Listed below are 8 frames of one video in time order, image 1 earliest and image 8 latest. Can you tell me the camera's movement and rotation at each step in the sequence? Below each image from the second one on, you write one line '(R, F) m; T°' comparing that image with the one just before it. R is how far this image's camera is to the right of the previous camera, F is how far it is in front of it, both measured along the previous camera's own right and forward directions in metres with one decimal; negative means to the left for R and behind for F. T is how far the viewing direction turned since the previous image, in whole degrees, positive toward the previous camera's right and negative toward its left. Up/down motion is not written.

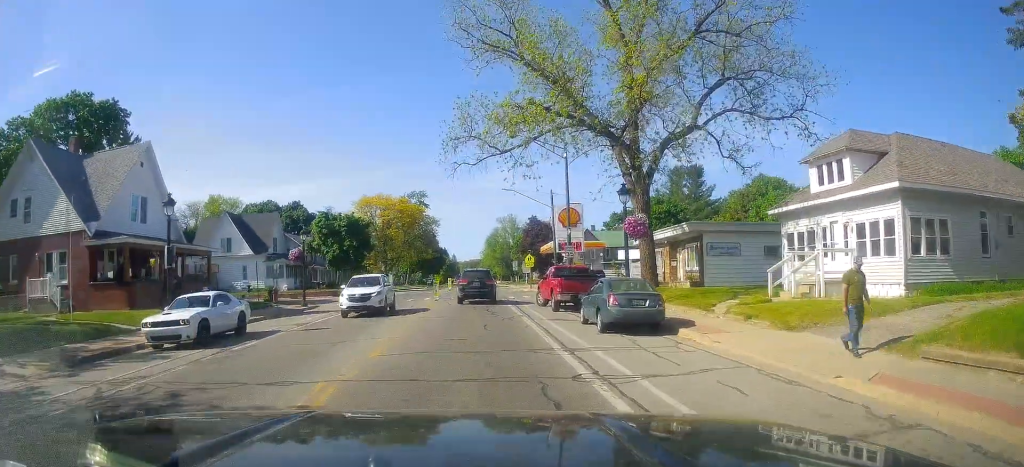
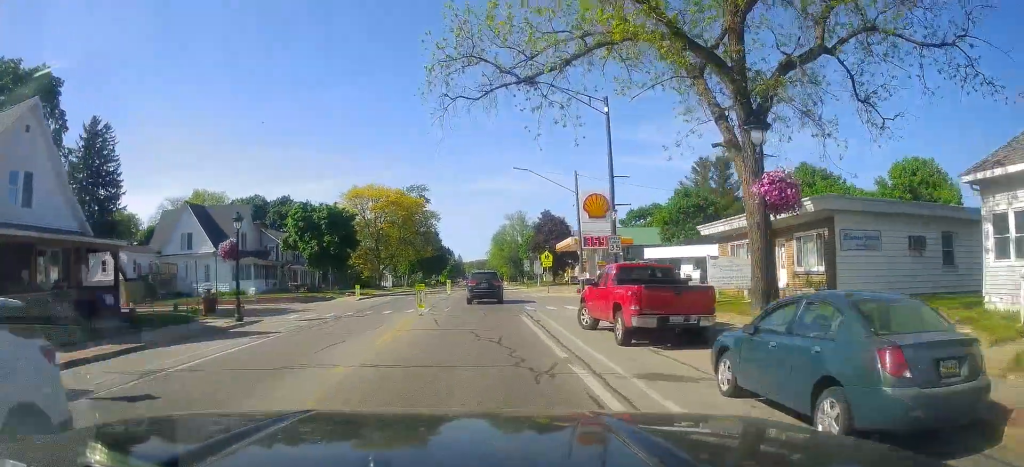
(0.0, +10.9) m; 0°
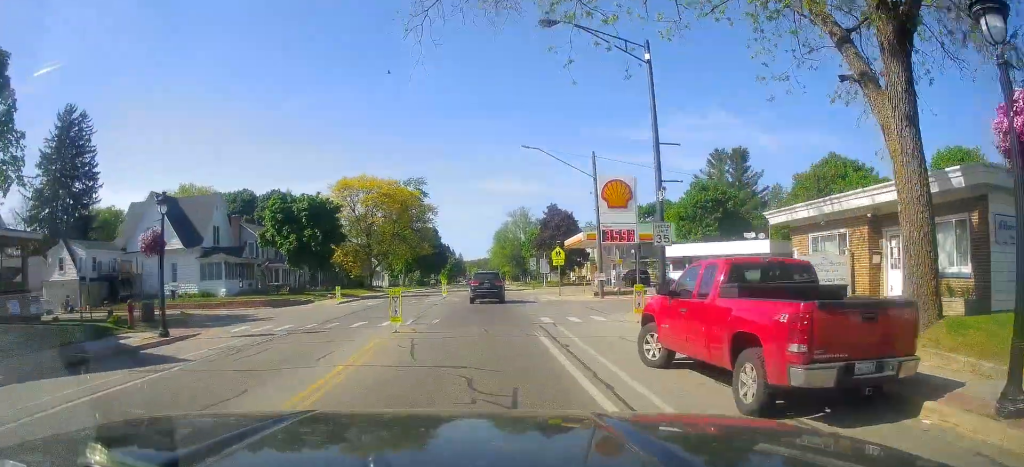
(0.0, +6.6) m; 0°
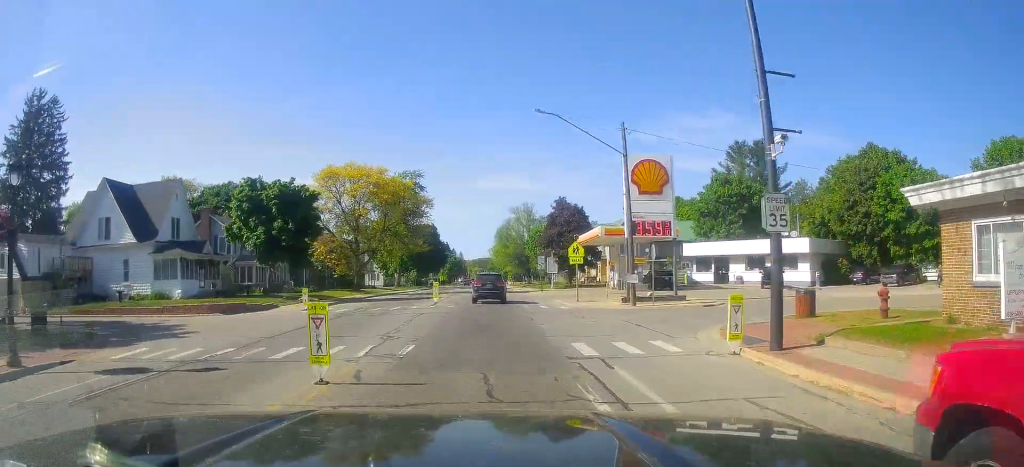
(0.0, +7.4) m; 0°
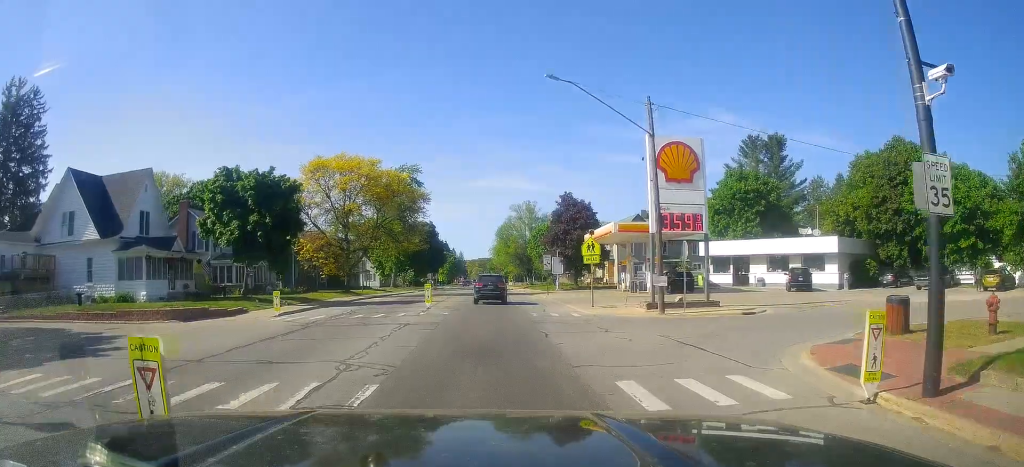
(0.0, +4.6) m; 0°
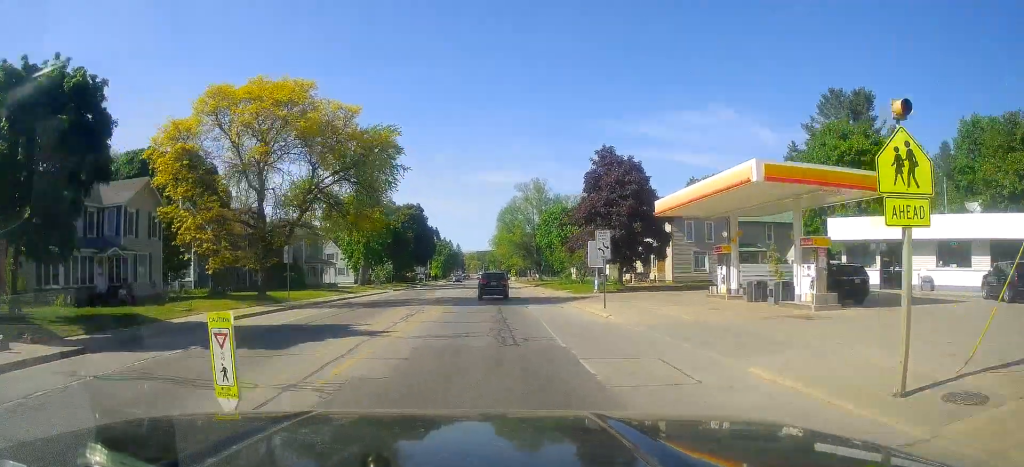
(0.0, +22.7) m; 0°
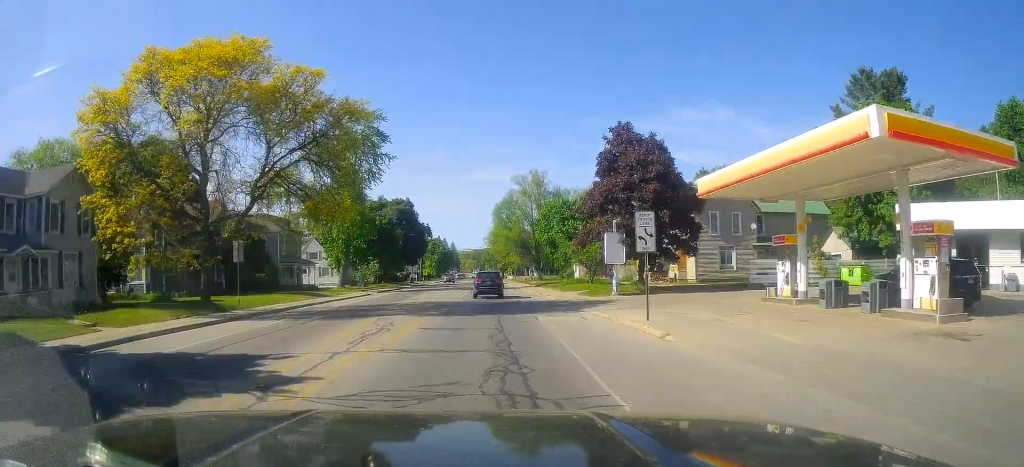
(0.0, +7.1) m; 0°
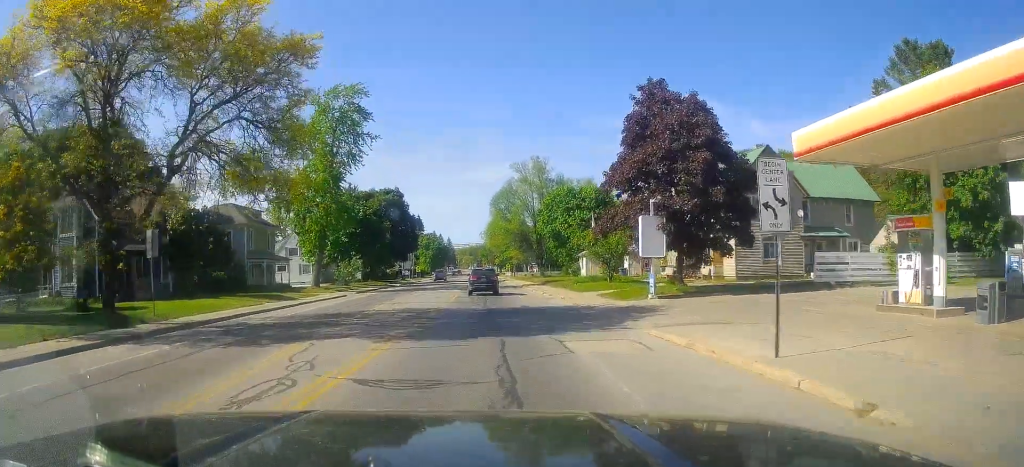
(0.0, +8.2) m; 0°
